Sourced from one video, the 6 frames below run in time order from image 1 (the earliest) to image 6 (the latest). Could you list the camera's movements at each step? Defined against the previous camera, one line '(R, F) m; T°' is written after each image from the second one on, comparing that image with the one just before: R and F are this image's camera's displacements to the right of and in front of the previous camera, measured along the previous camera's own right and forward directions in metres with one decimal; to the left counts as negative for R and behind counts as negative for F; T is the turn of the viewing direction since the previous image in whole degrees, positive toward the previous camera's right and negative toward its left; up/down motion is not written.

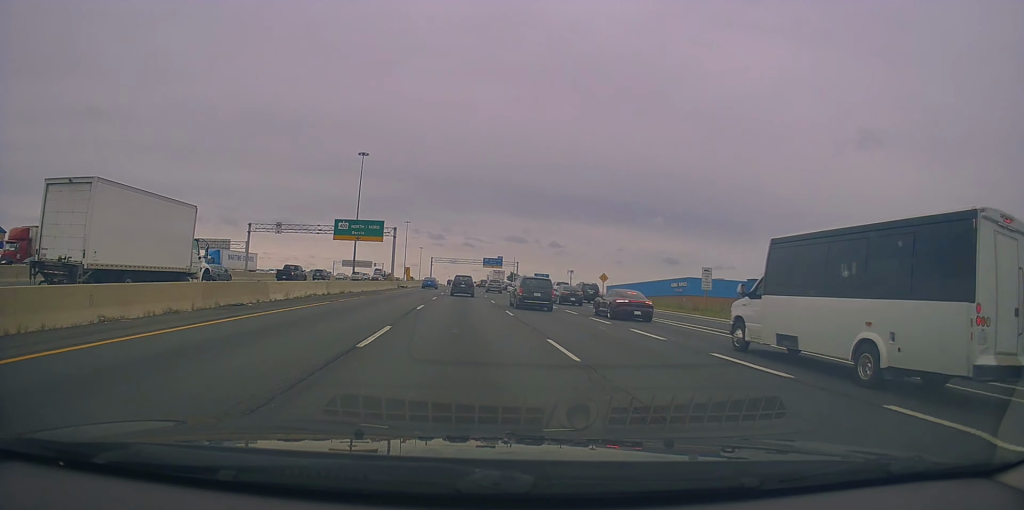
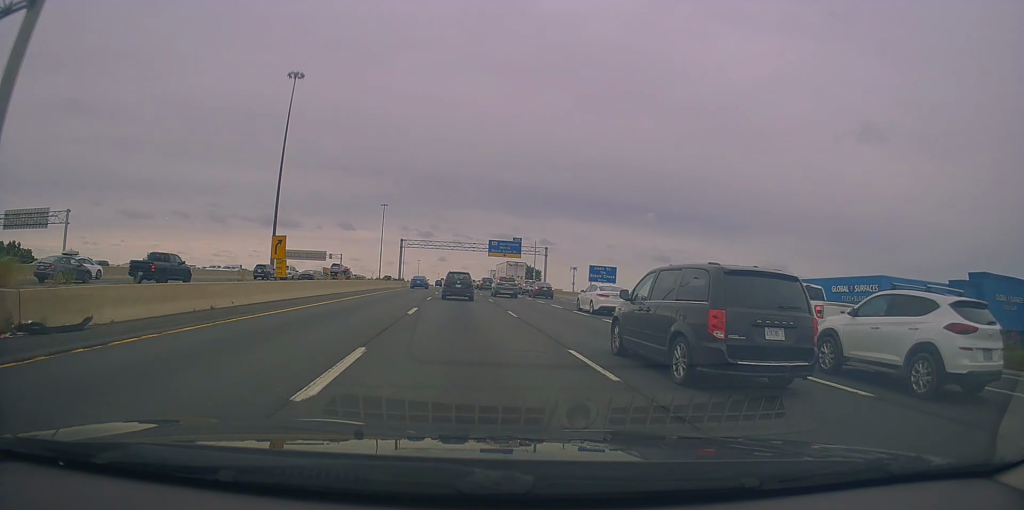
(+0.7, +65.1) m; +2°
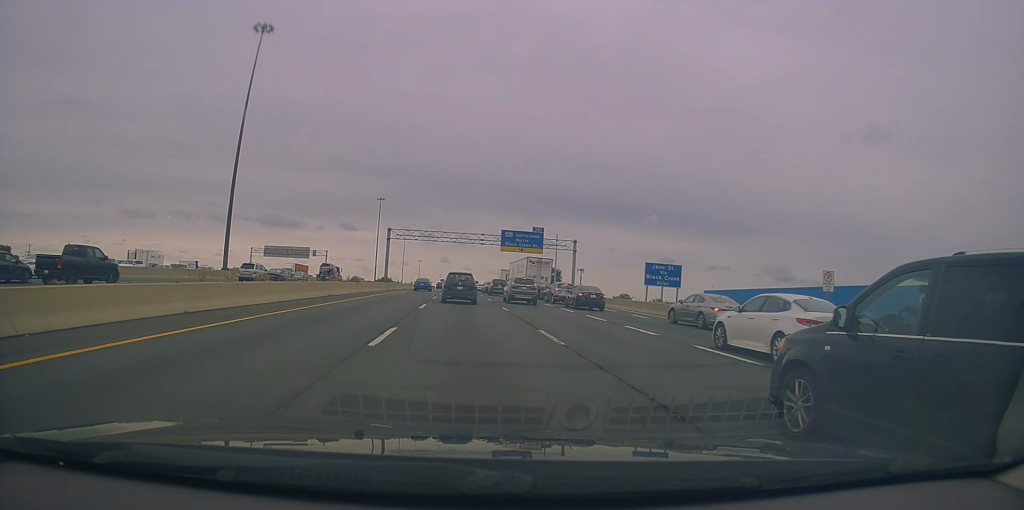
(+0.2, +21.0) m; -1°
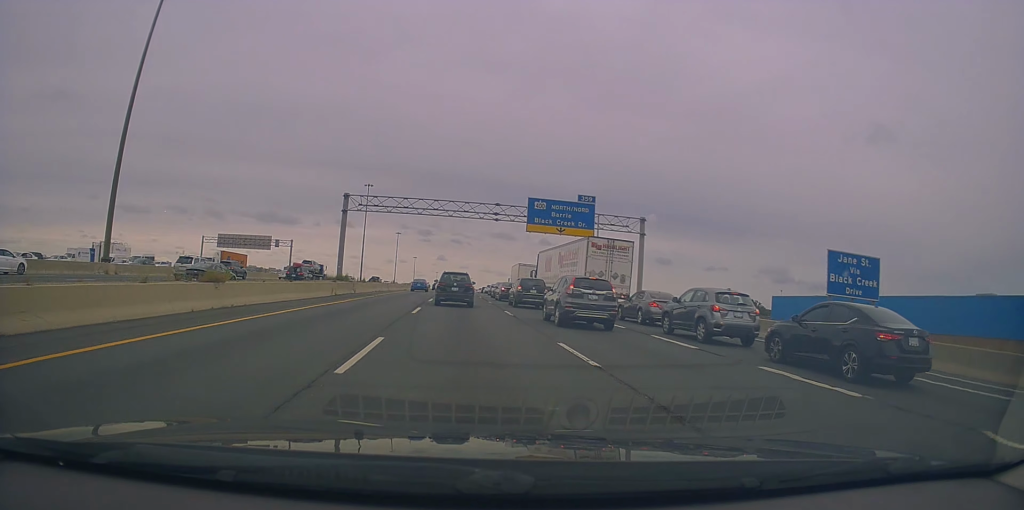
(-0.7, +27.6) m; 0°
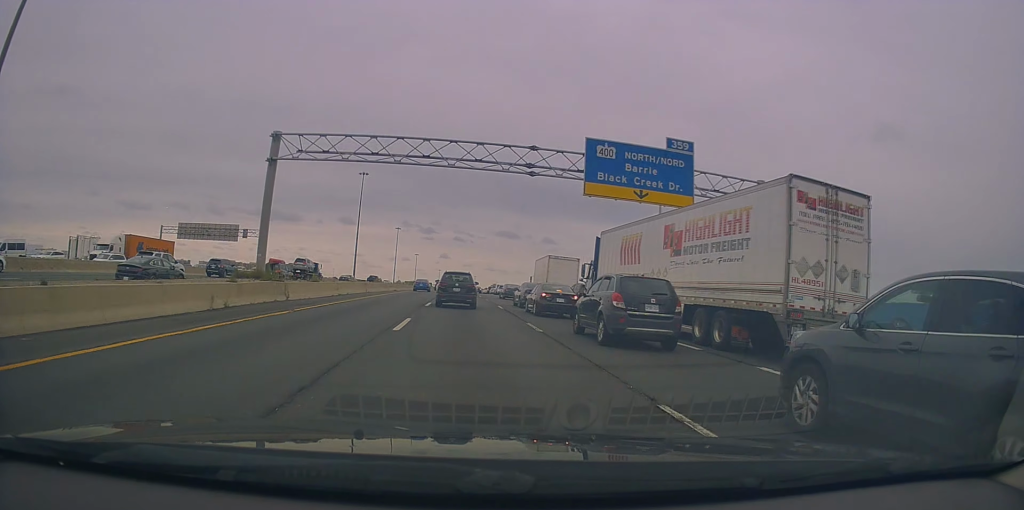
(+0.5, +19.0) m; 0°
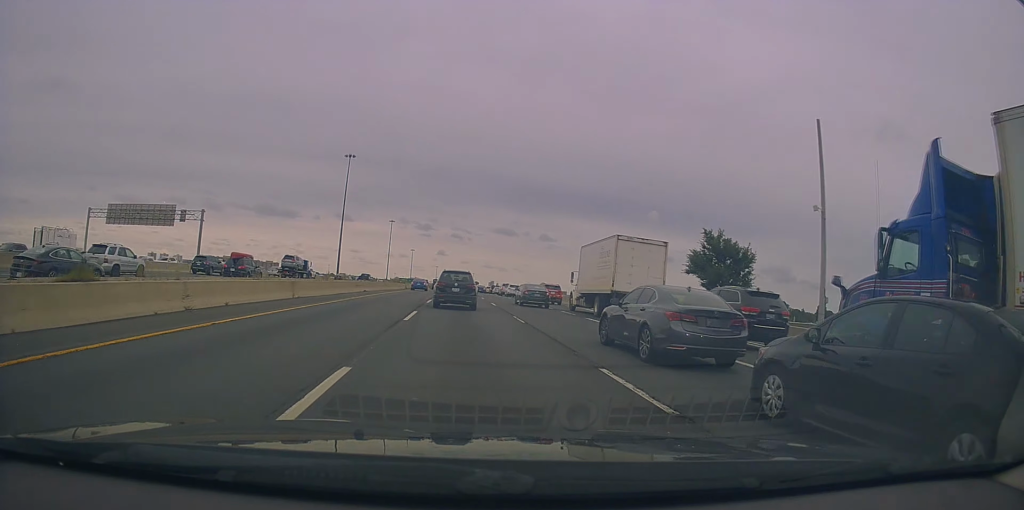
(-0.5, +22.0) m; -1°
